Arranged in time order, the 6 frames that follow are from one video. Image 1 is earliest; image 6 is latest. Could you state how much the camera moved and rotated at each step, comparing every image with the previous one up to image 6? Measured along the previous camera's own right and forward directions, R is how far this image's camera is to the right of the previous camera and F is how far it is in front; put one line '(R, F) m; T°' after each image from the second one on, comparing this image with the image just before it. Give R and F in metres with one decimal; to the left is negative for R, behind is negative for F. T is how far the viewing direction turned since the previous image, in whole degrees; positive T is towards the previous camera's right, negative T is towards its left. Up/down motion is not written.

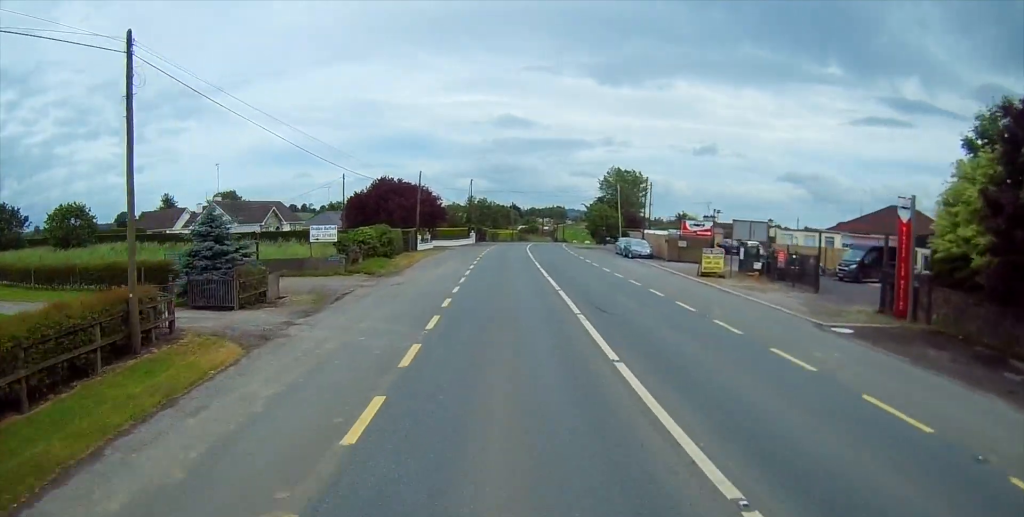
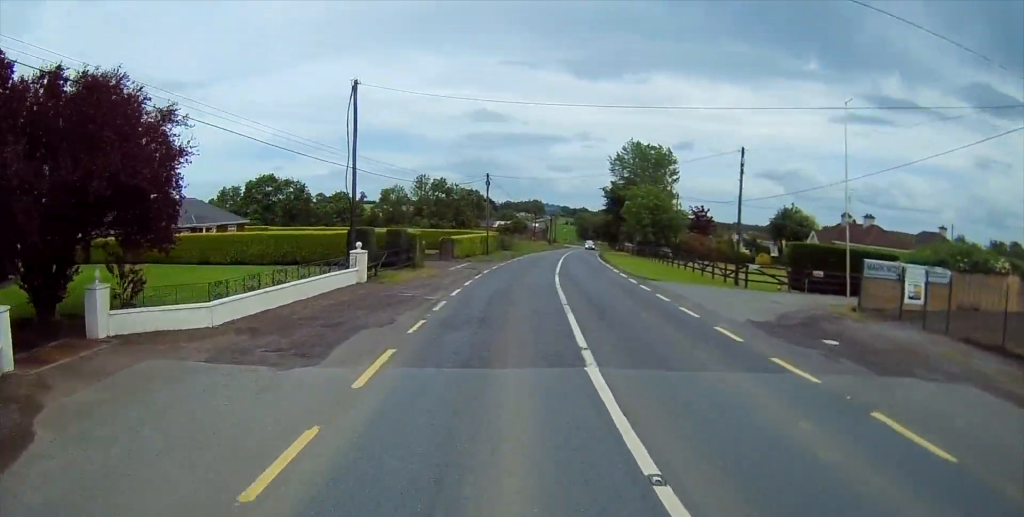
(+1.3, +58.0) m; +4°
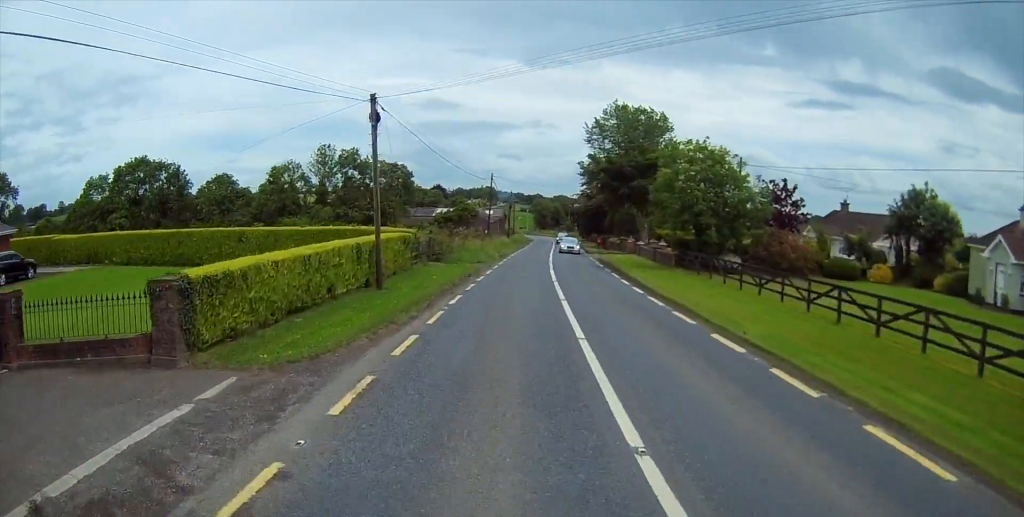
(+0.9, +32.5) m; +3°
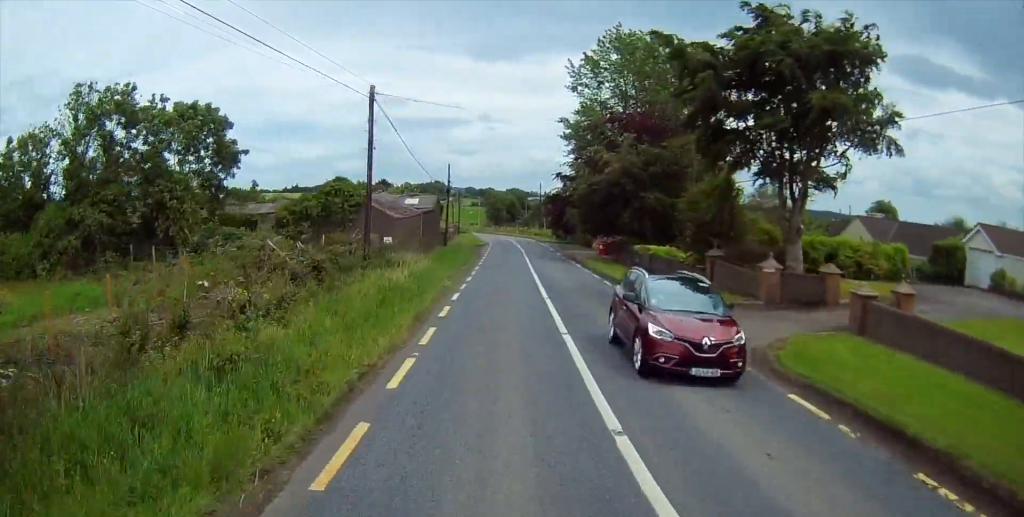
(+1.4, +39.9) m; +4°
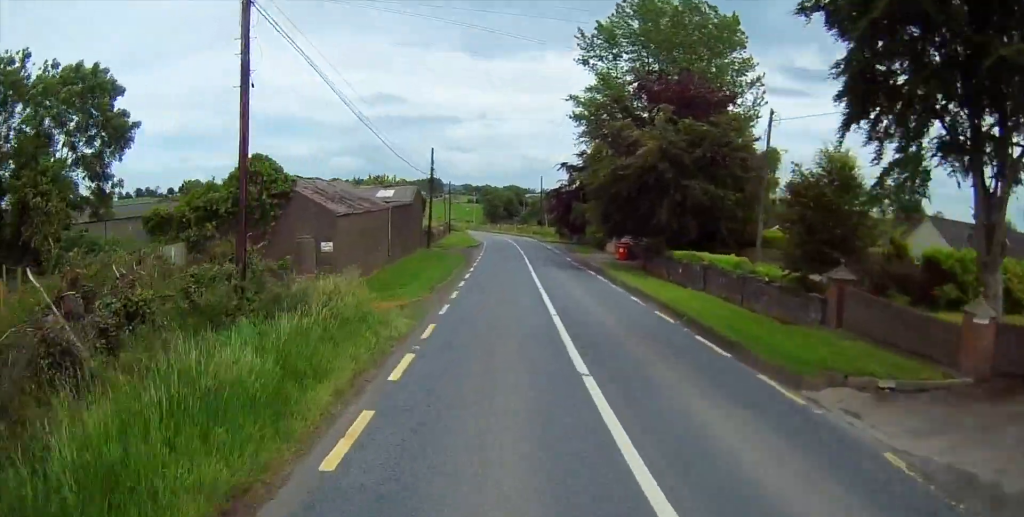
(0.0, +10.9) m; 0°
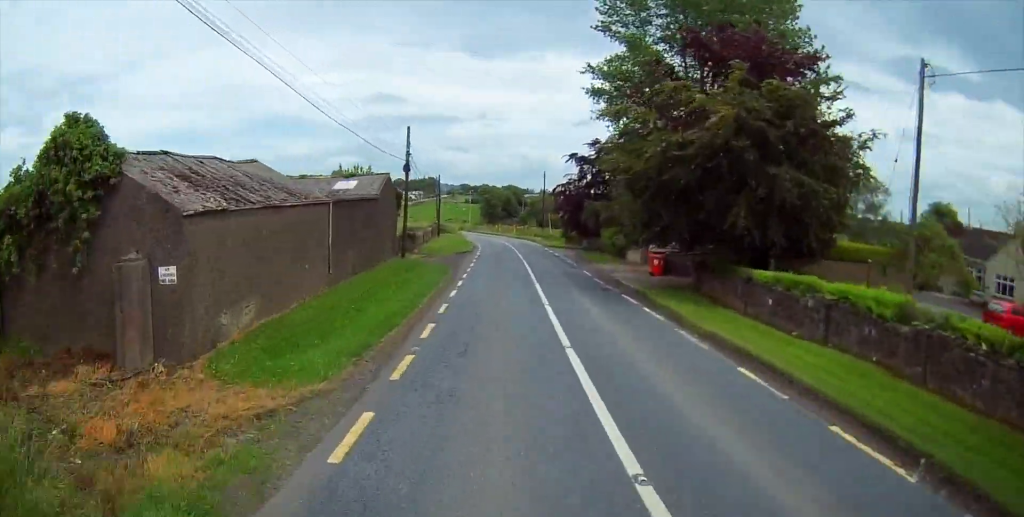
(+0.1, +11.0) m; 0°
